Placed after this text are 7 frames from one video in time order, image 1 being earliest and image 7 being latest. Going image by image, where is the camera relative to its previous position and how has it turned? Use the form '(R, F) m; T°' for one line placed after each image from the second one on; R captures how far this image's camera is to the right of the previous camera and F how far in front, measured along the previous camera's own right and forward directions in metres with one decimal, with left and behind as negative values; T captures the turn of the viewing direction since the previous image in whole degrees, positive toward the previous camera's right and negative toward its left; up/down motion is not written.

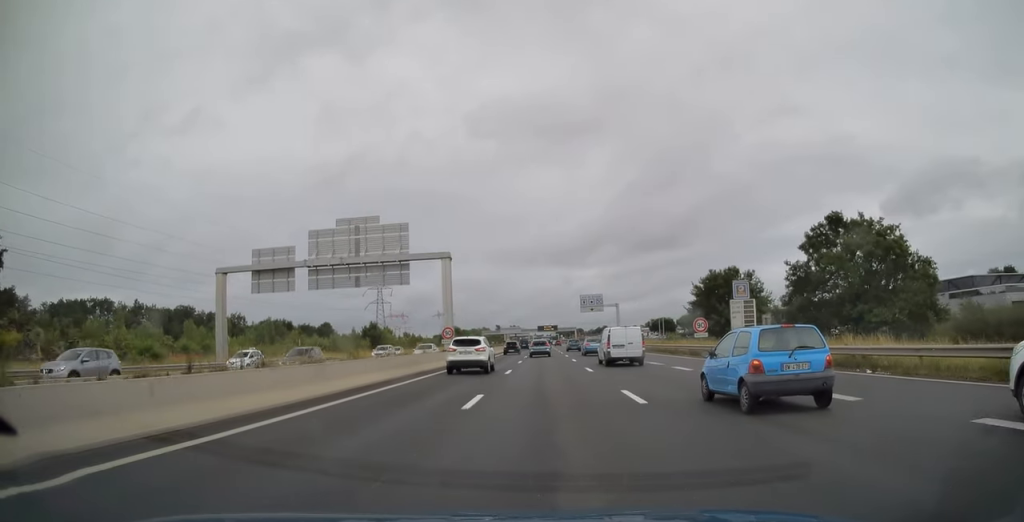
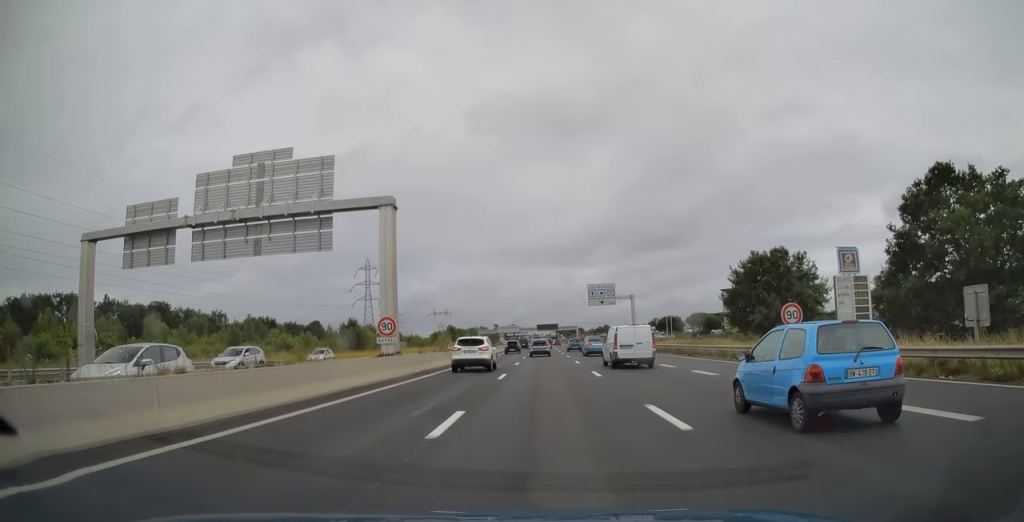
(-0.1, +16.4) m; 0°
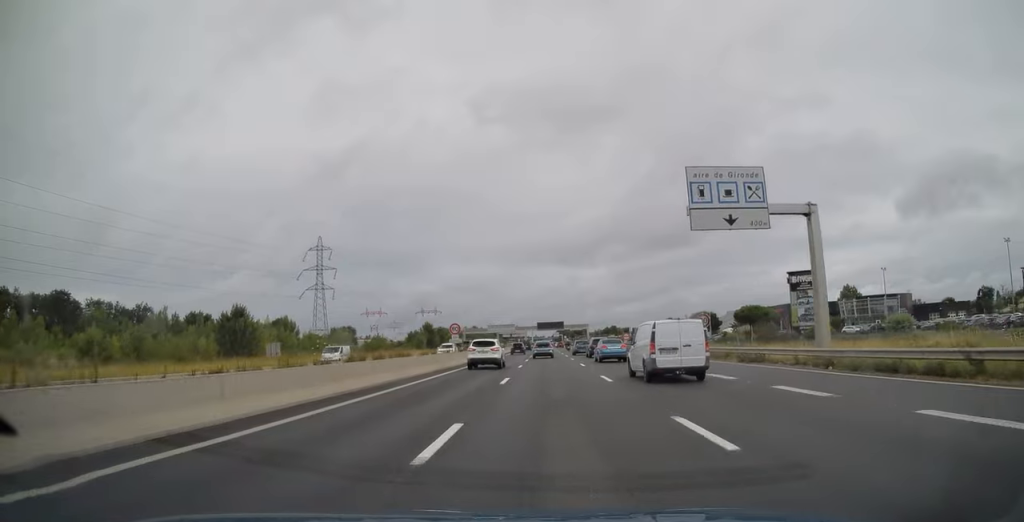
(+0.4, +53.9) m; +1°
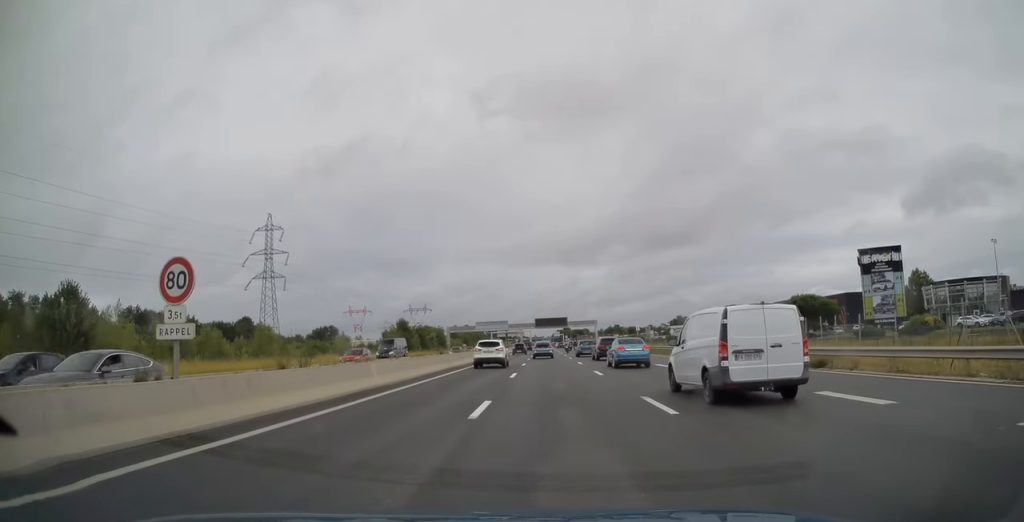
(-0.1, +34.8) m; 0°
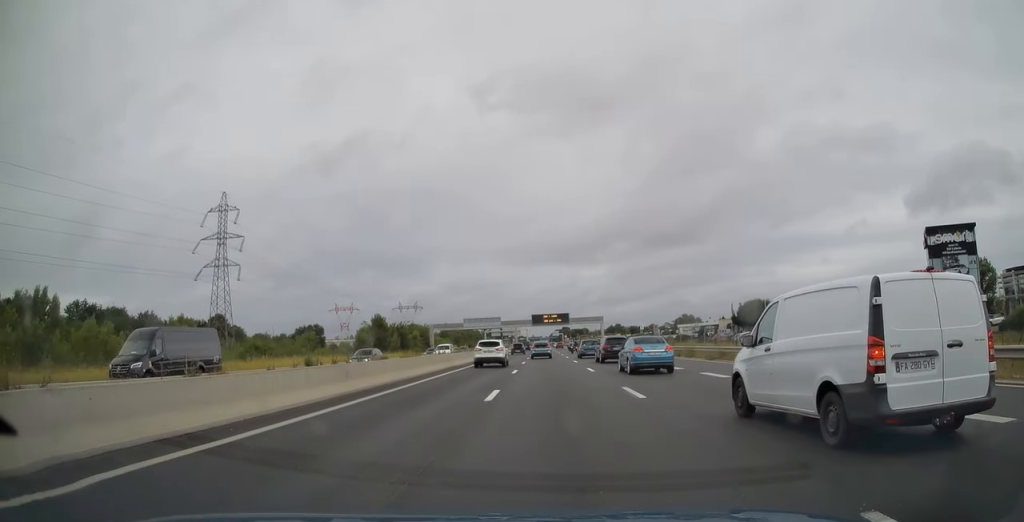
(-0.1, +22.6) m; 0°
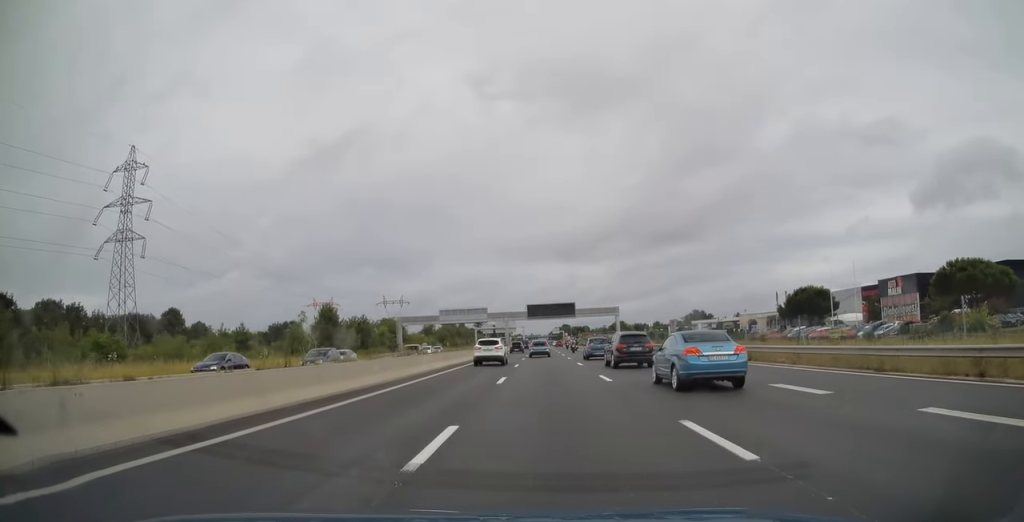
(+0.2, +33.4) m; 0°
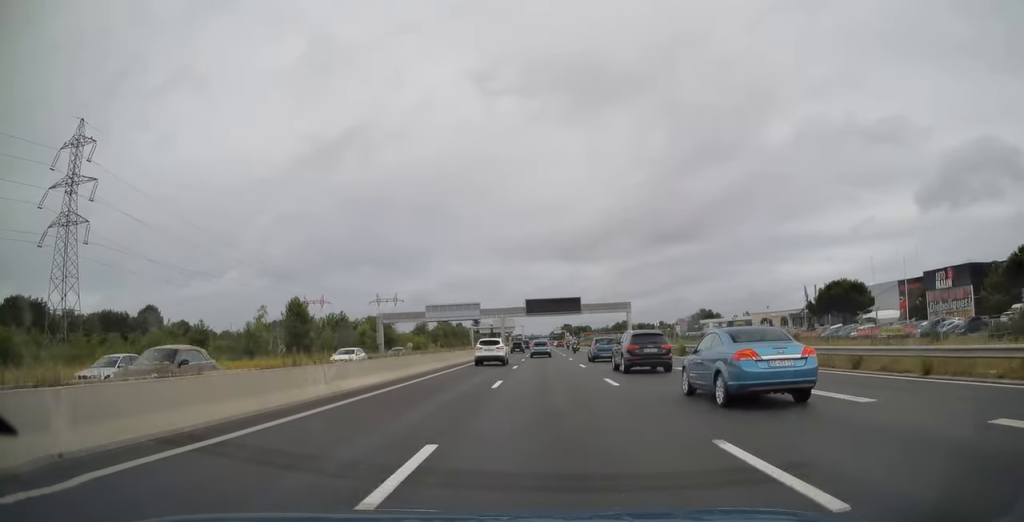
(+0.1, +14.9) m; 0°
